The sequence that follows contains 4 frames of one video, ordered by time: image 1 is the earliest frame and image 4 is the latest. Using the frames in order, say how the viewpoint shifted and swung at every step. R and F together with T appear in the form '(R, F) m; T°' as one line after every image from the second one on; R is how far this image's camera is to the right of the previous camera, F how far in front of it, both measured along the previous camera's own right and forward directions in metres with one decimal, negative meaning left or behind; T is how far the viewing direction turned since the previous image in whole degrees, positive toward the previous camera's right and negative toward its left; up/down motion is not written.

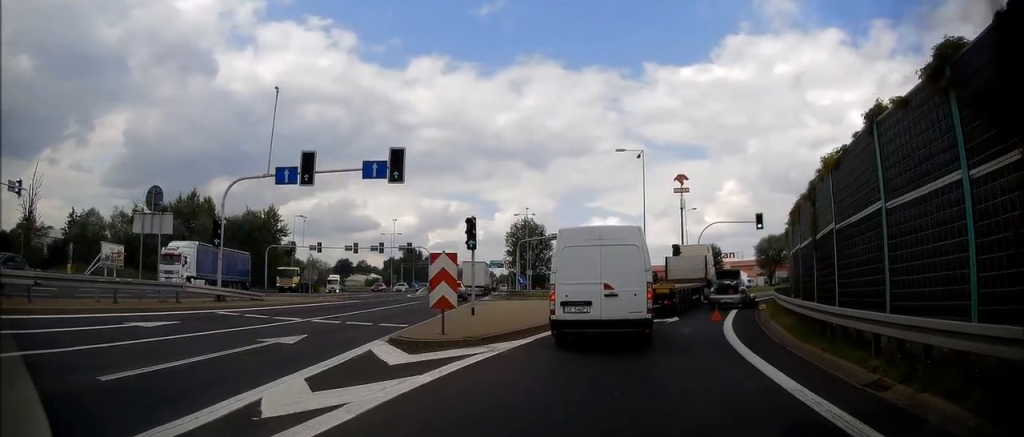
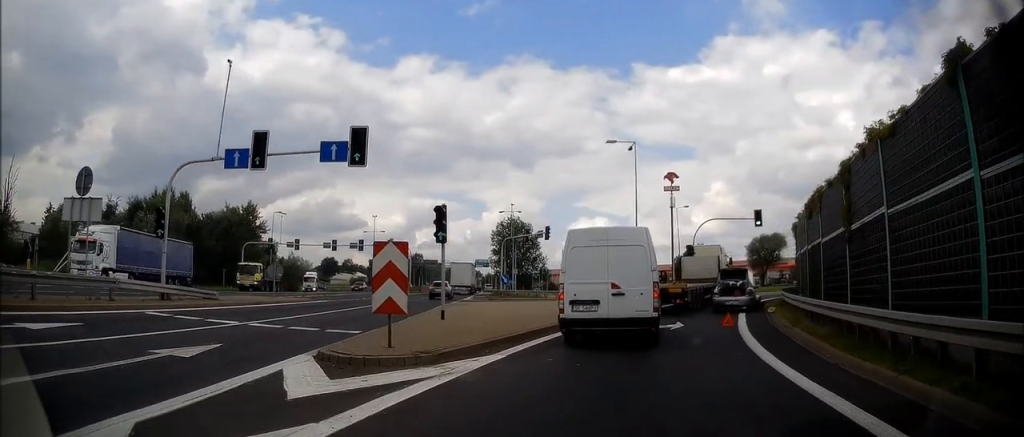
(-0.1, +3.2) m; +3°
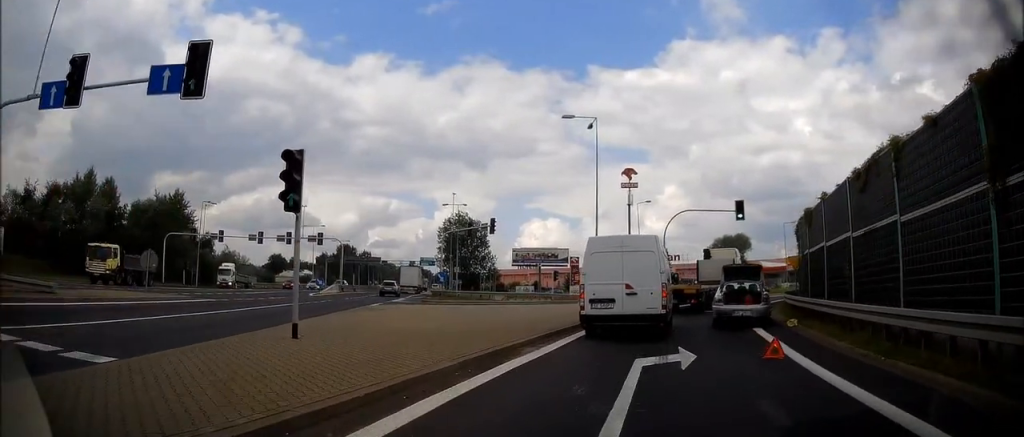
(+0.7, +7.7) m; +4°
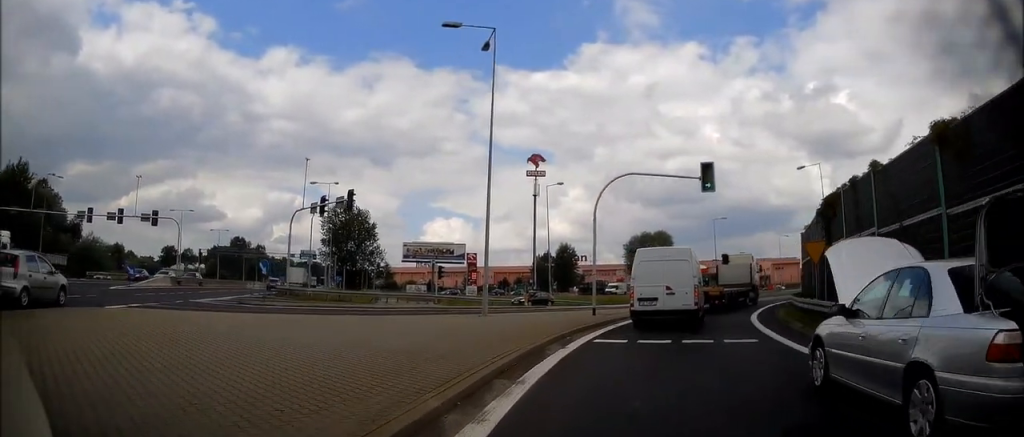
(+0.8, +14.2) m; +8°
